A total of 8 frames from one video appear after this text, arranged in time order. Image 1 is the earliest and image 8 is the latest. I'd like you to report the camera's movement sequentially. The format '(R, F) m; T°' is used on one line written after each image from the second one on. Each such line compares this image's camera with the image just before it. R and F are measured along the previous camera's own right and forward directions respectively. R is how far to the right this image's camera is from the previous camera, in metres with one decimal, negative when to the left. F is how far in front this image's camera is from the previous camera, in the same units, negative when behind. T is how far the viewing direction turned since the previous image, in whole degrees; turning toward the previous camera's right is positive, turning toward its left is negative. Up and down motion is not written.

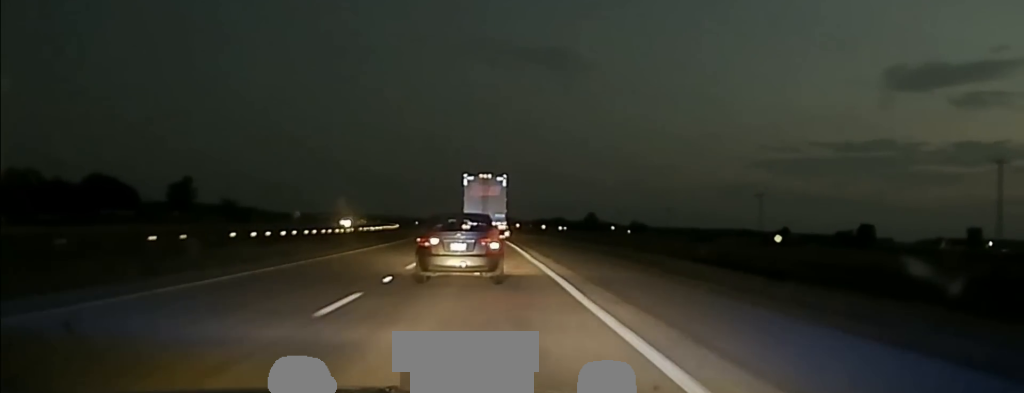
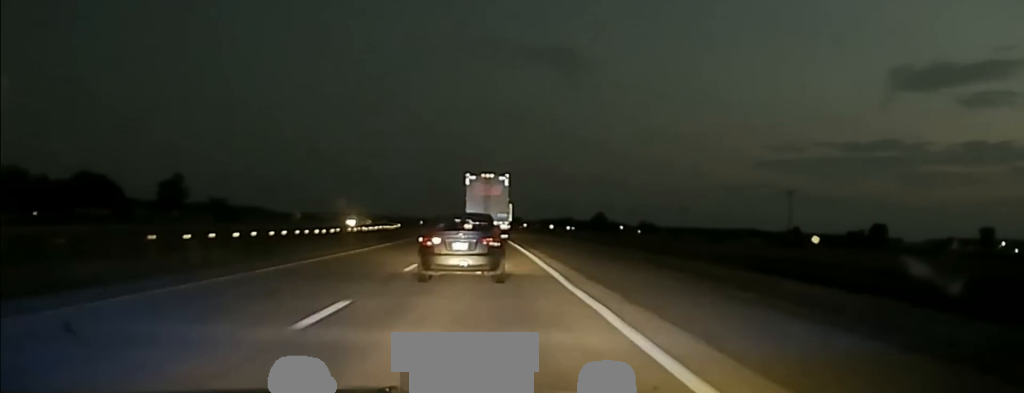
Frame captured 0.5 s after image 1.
(-0.1, +16.6) m; 0°
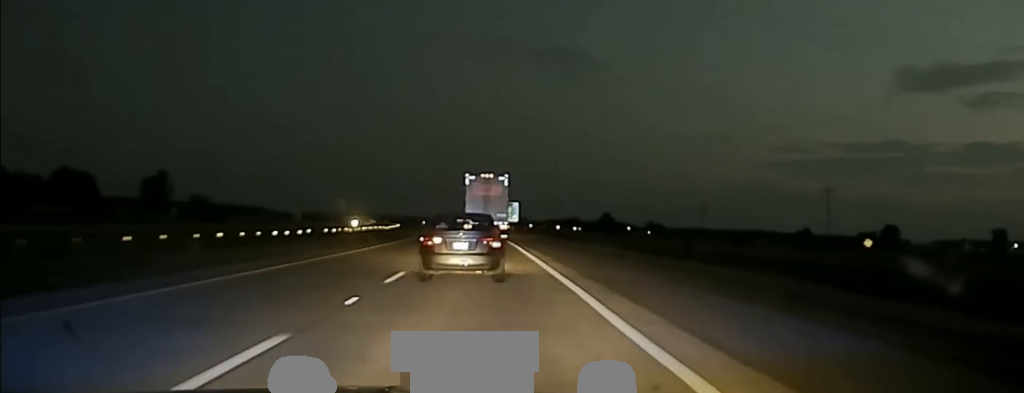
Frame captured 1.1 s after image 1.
(0.0, +18.4) m; 0°
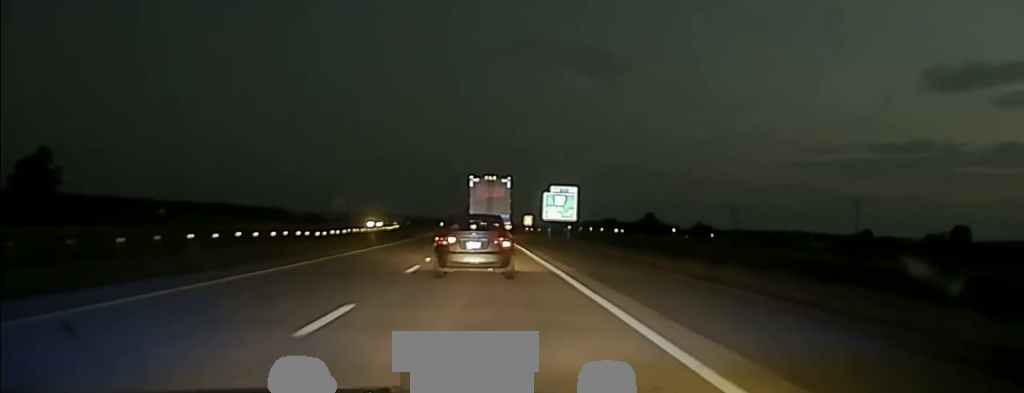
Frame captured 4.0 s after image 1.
(-1.7, +77.3) m; -2°
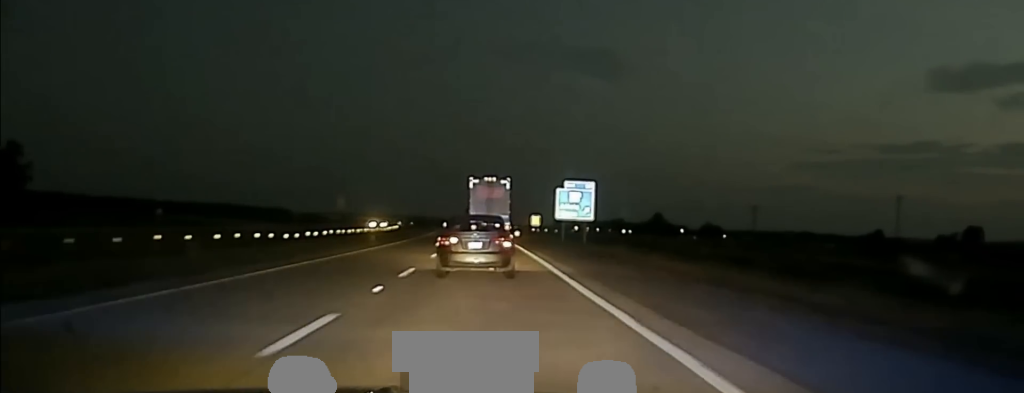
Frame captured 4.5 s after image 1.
(0.0, +12.8) m; 0°
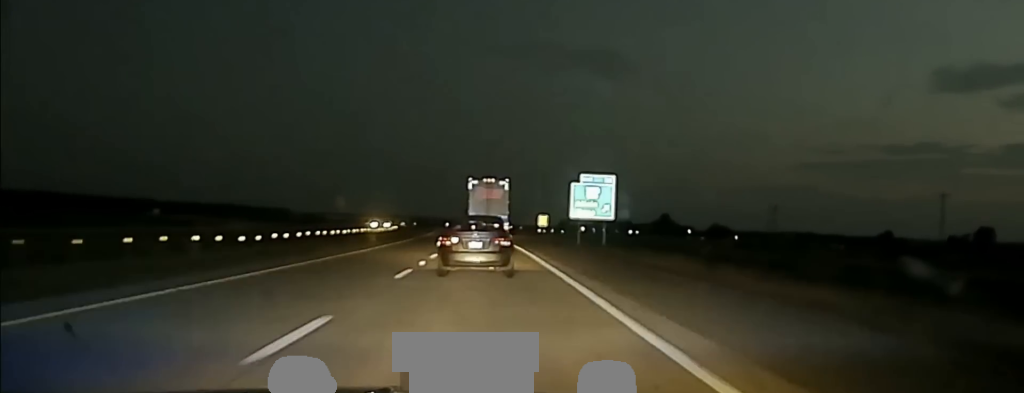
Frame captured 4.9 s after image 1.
(0.0, +12.0) m; 0°
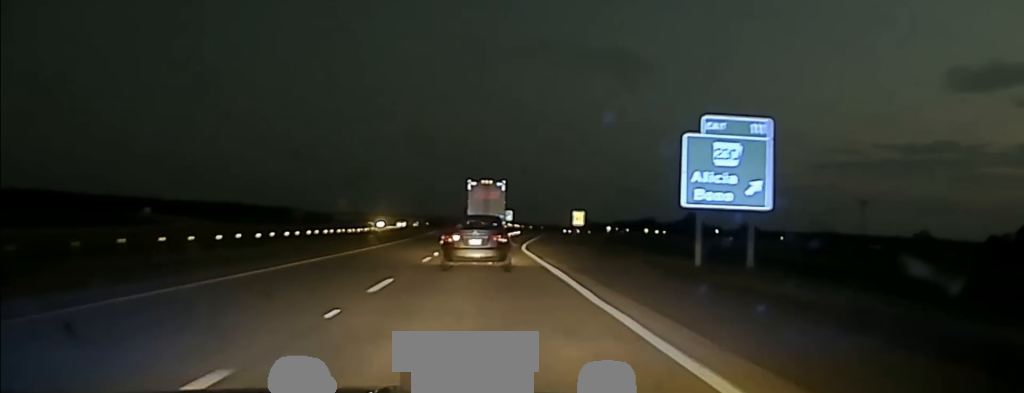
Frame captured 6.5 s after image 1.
(-0.4, +42.2) m; 0°
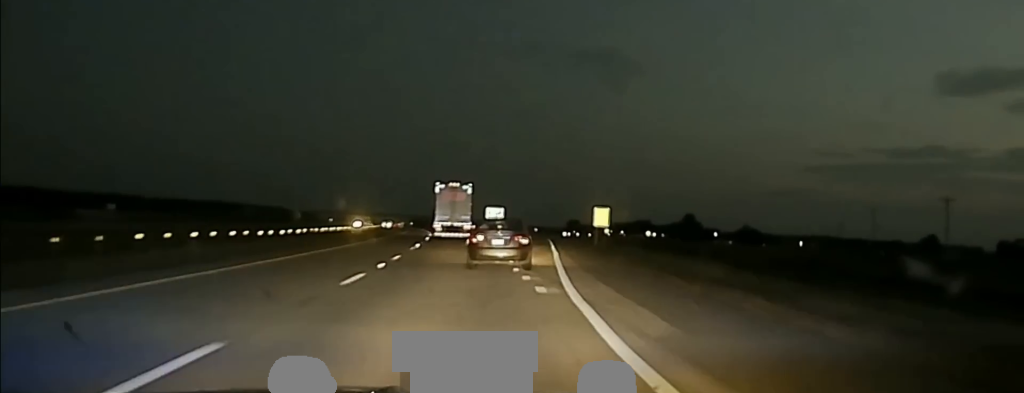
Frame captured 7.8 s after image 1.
(+0.3, +38.8) m; +1°
